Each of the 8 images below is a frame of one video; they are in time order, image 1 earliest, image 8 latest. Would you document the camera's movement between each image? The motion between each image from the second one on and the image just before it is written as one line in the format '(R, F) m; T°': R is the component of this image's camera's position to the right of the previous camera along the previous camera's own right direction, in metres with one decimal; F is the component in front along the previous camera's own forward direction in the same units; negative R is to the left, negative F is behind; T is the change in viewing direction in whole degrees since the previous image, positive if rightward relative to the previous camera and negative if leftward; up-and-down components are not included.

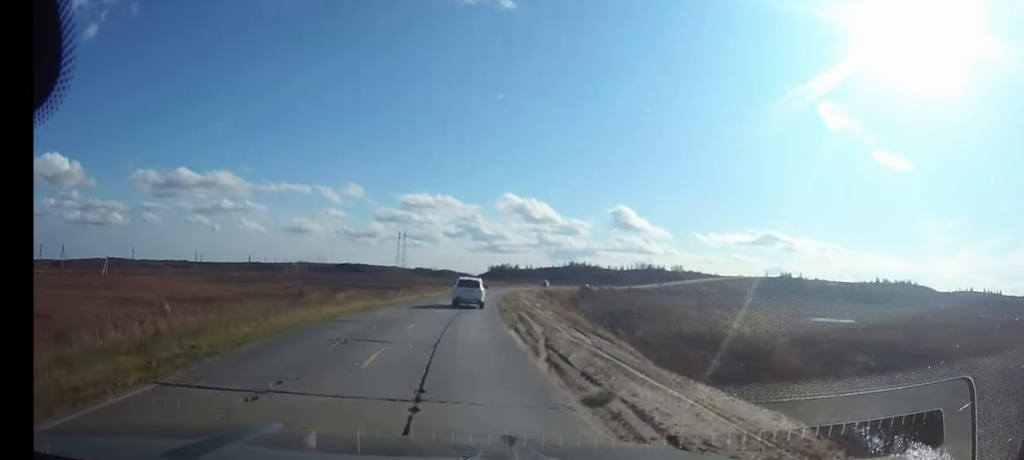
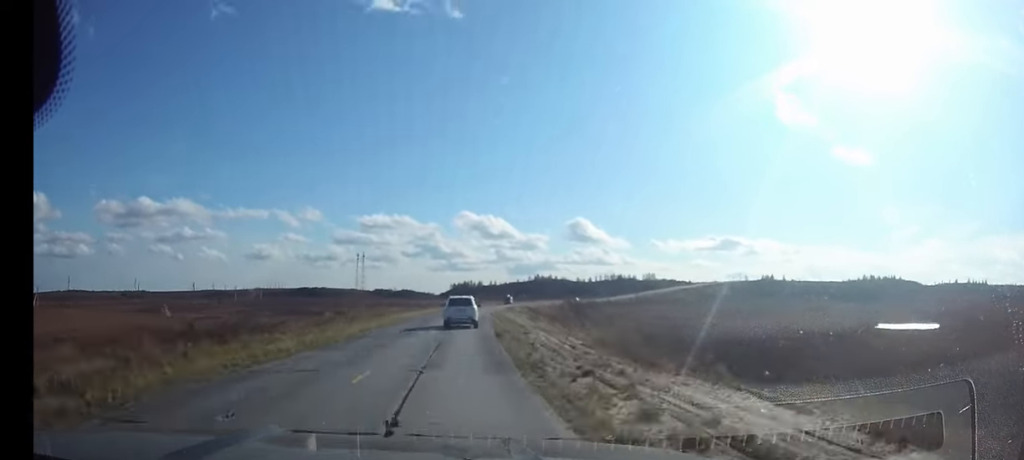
(+0.8, +30.4) m; +3°
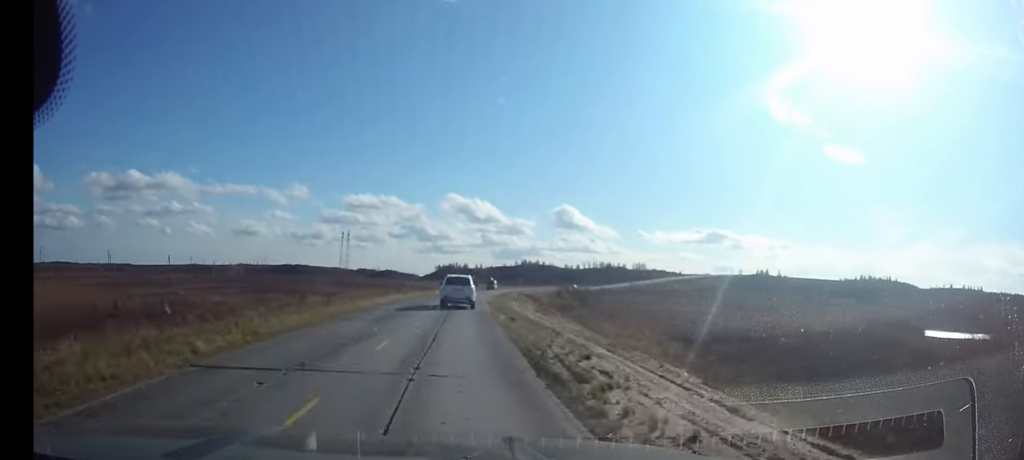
(-0.1, +14.2) m; +2°
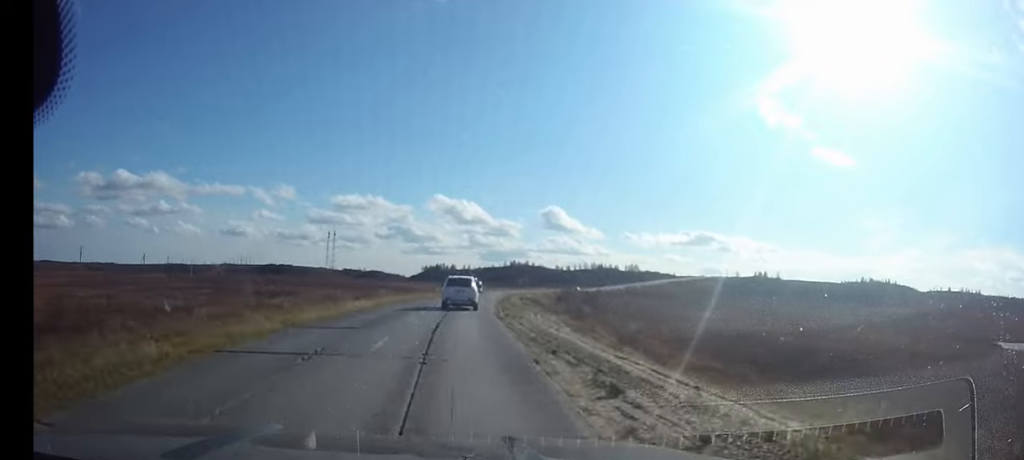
(+0.5, +16.4) m; +2°
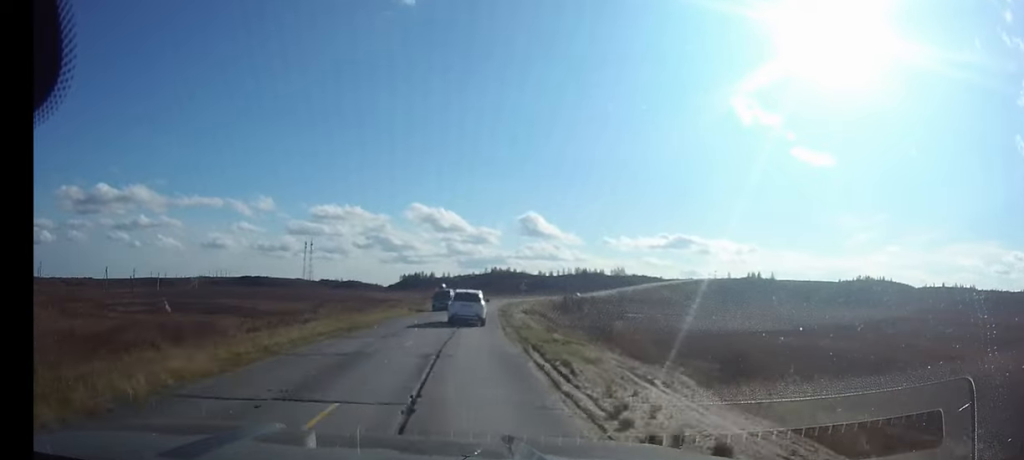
(+0.4, +20.1) m; +2°
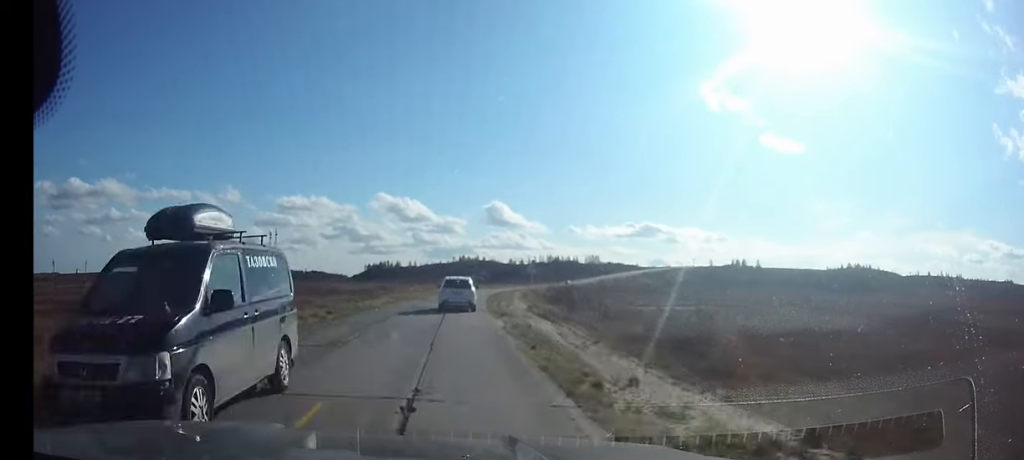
(+0.4, +24.4) m; +2°
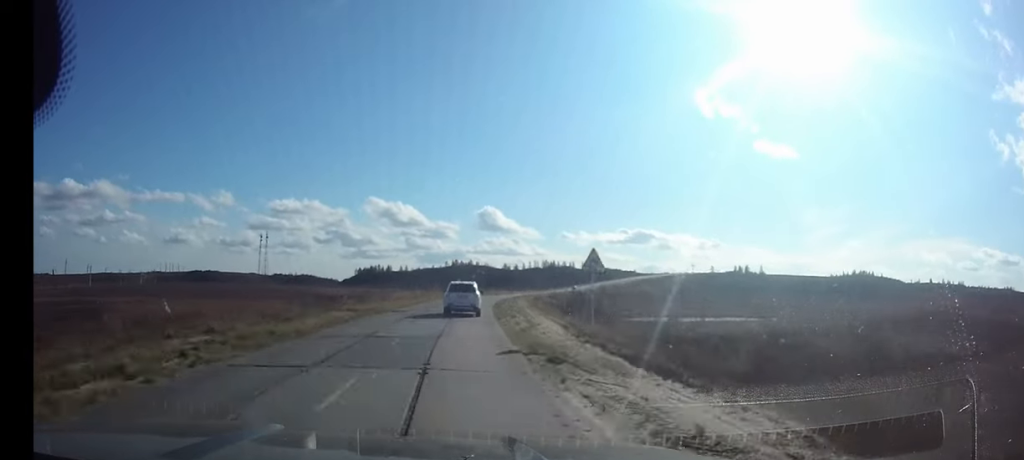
(0.0, +14.3) m; +1°
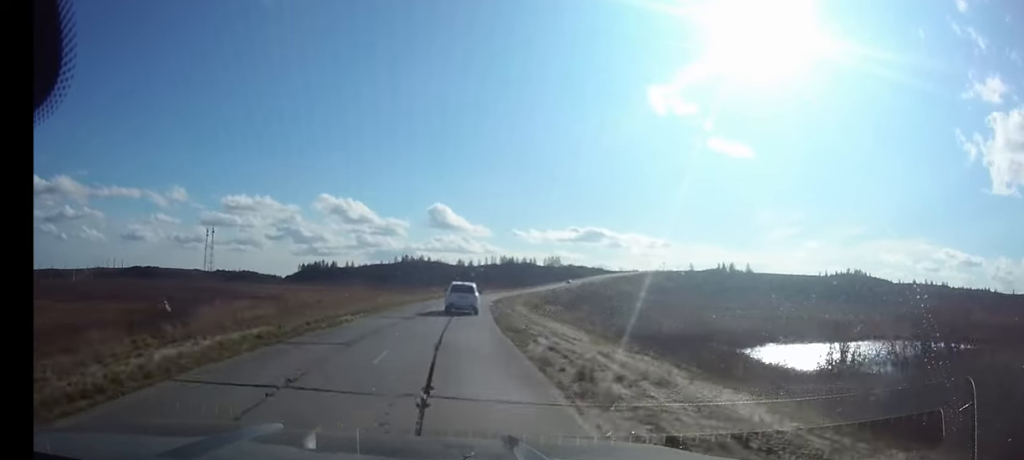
(+2.0, +45.3) m; +5°
